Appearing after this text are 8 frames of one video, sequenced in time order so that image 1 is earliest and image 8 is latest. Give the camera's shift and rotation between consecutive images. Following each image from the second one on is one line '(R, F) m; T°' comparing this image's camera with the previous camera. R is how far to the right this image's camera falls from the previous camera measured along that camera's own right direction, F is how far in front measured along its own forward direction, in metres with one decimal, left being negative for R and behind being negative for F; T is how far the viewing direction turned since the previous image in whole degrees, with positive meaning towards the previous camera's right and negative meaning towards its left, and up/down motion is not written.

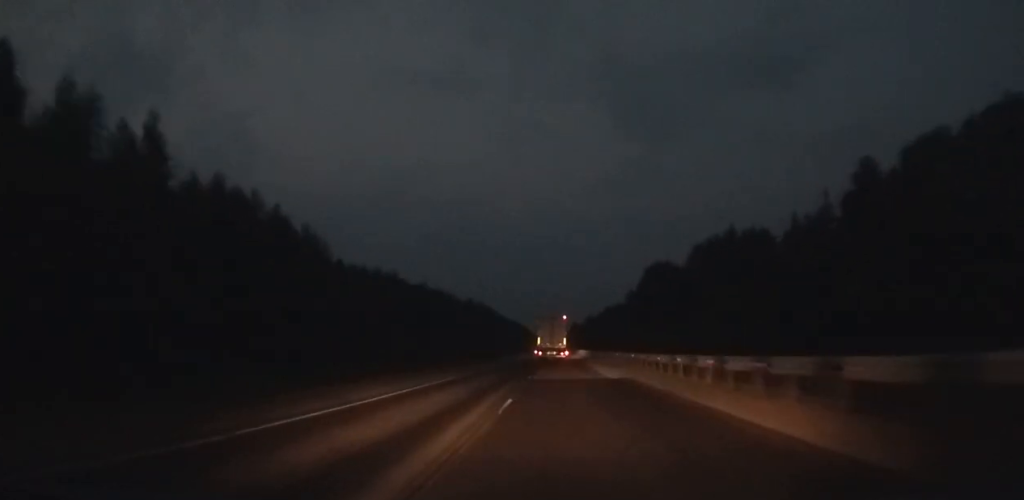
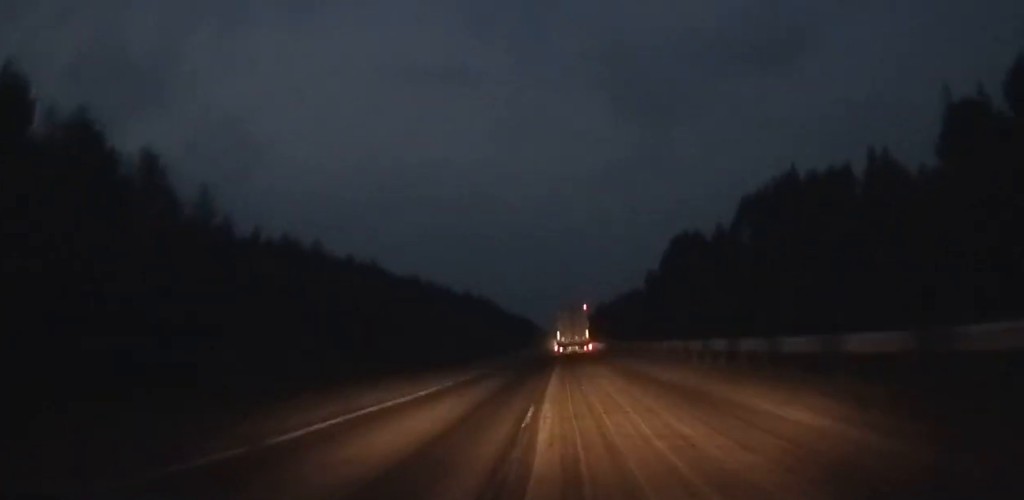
(+0.3, +26.2) m; +1°
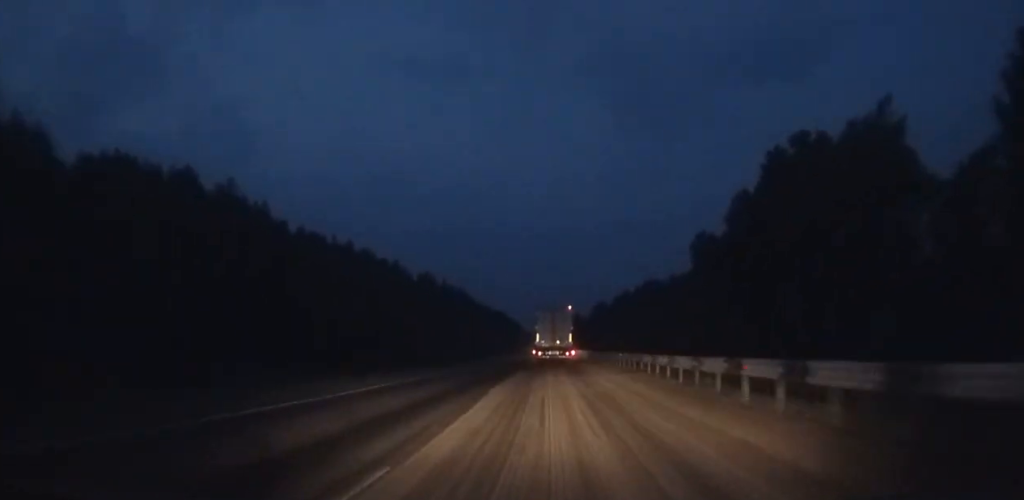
(+0.7, +61.3) m; 0°
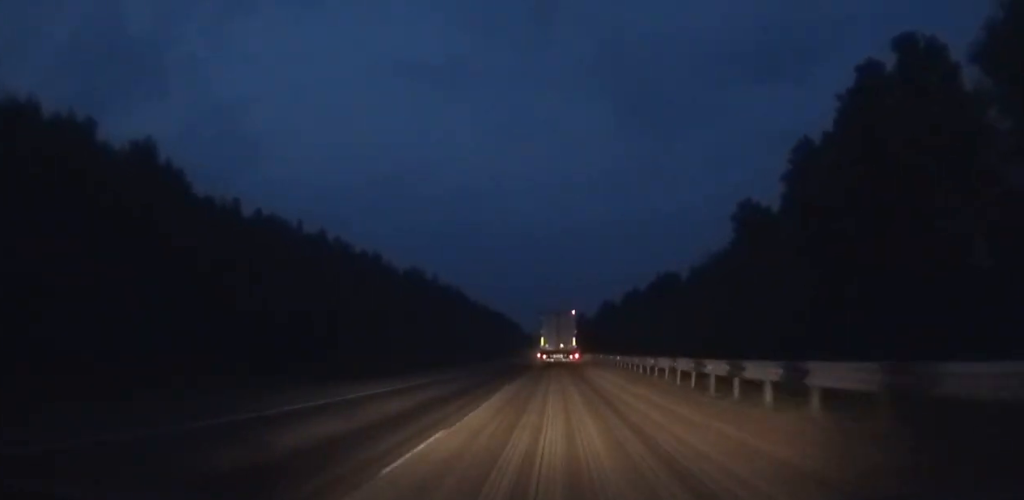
(0.0, +19.6) m; 0°
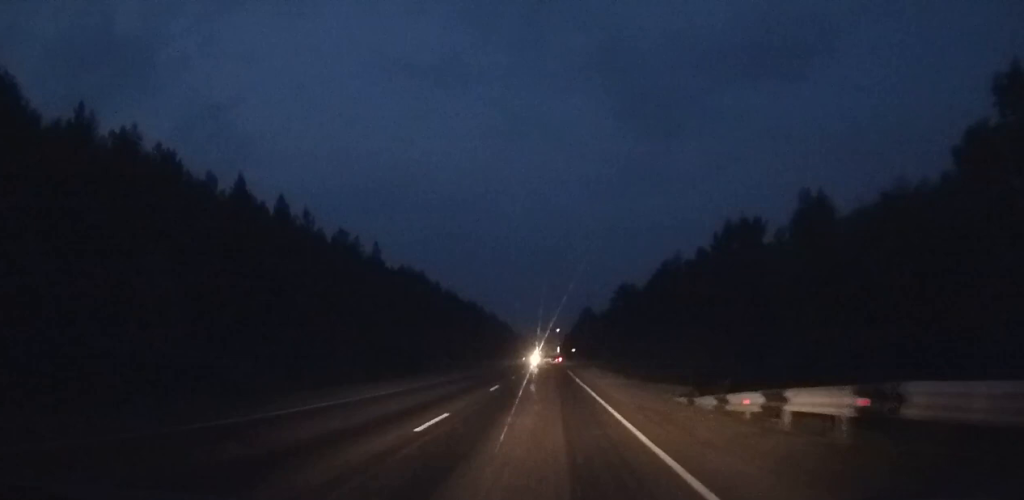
(-0.5, +67.6) m; 0°
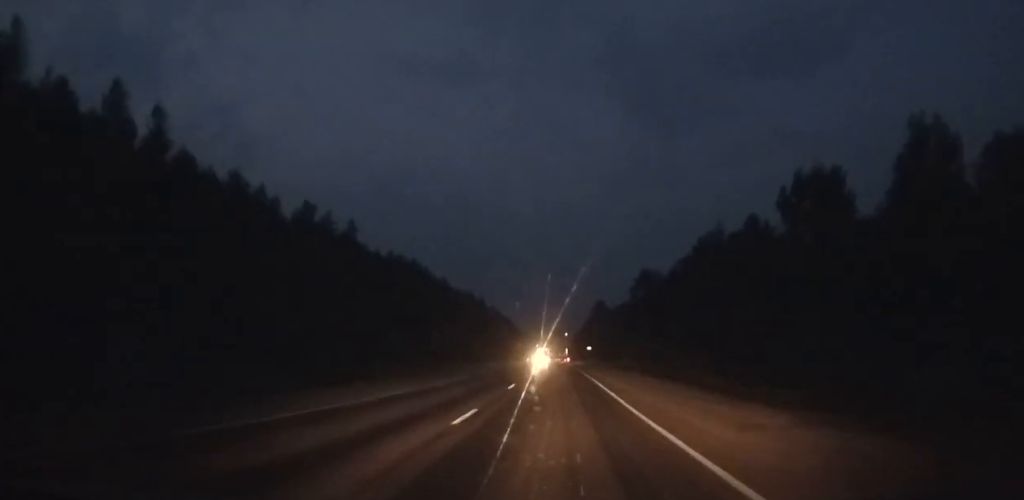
(0.0, +26.7) m; 0°
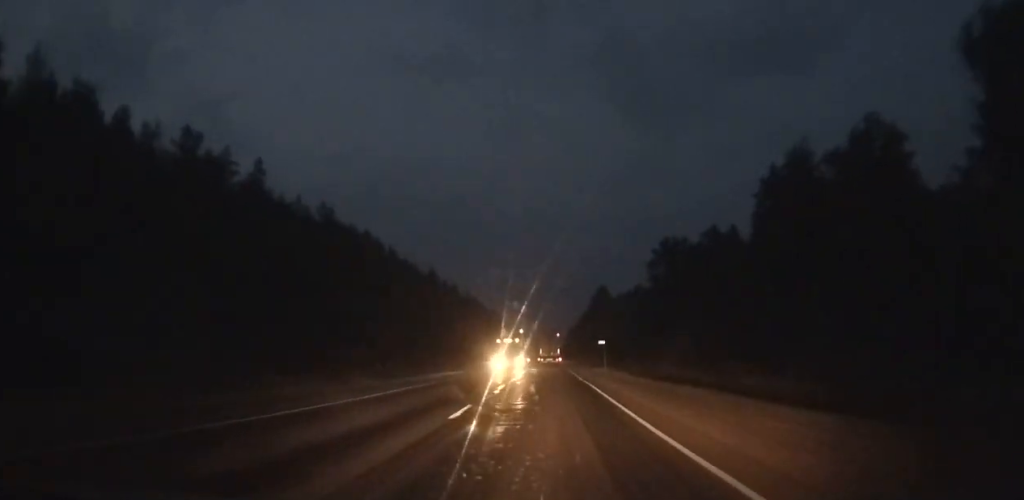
(-0.2, +36.1) m; -1°
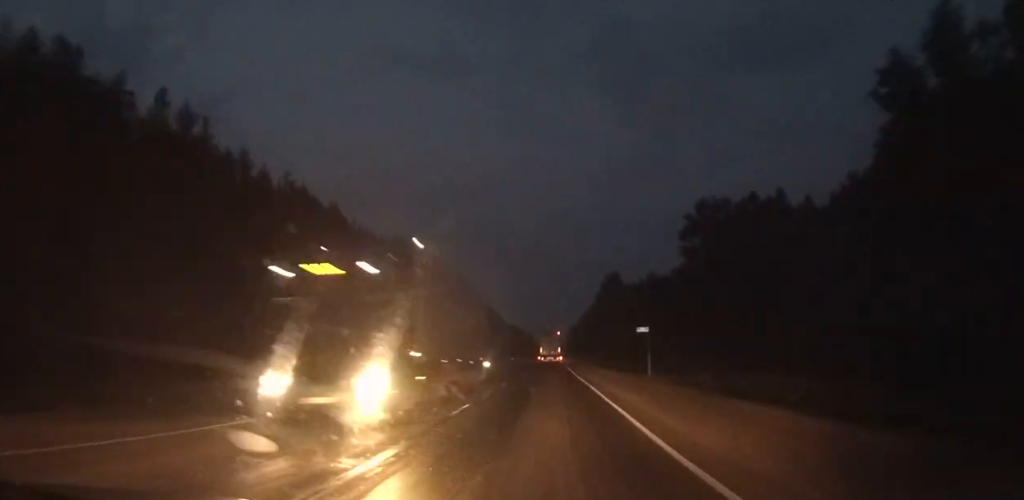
(-0.1, +23.3) m; 0°
